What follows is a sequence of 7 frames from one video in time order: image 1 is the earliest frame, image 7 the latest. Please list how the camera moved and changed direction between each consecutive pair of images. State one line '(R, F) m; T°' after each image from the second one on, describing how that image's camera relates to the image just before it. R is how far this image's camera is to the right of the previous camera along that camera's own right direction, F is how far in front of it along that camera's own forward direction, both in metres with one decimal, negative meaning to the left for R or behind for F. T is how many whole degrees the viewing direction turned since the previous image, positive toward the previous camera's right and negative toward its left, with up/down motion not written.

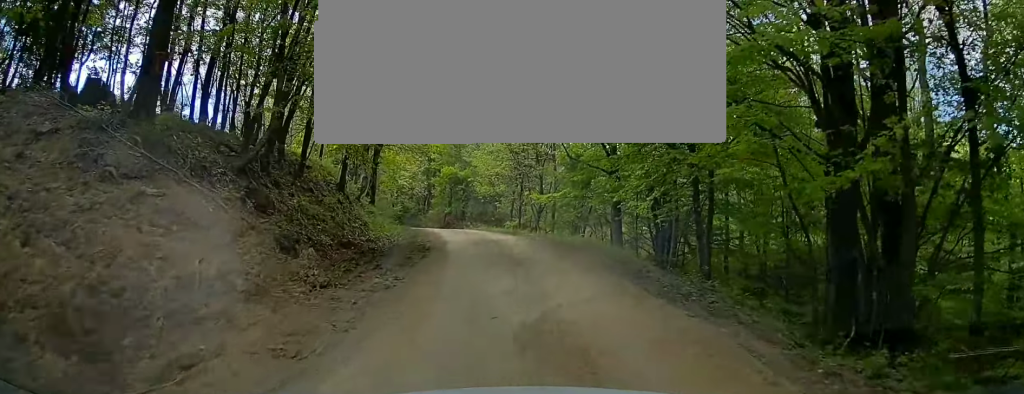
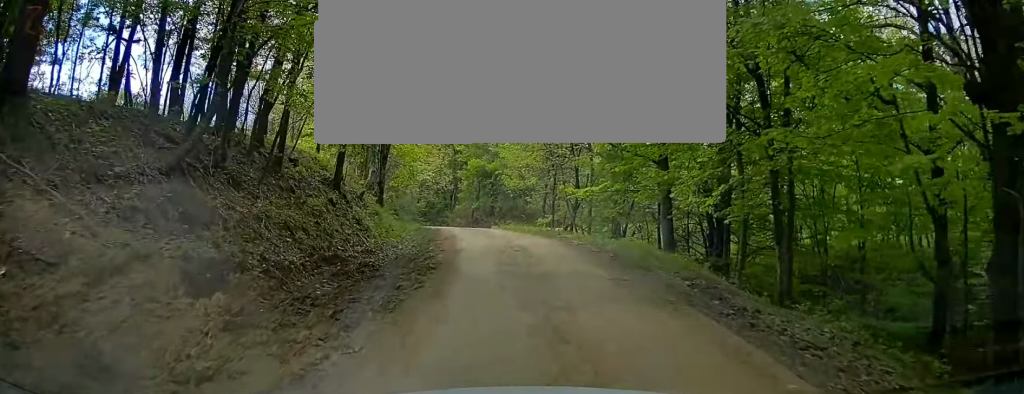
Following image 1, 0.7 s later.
(0.0, +3.9) m; -3°
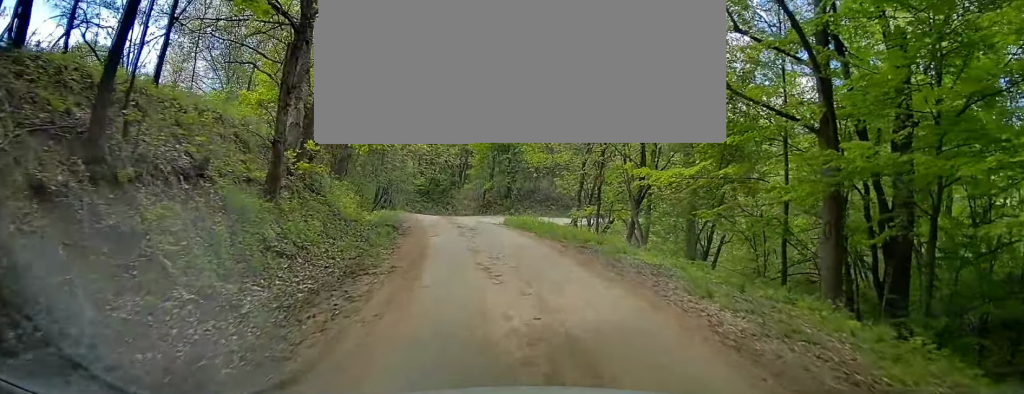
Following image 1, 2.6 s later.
(-0.9, +10.9) m; -9°
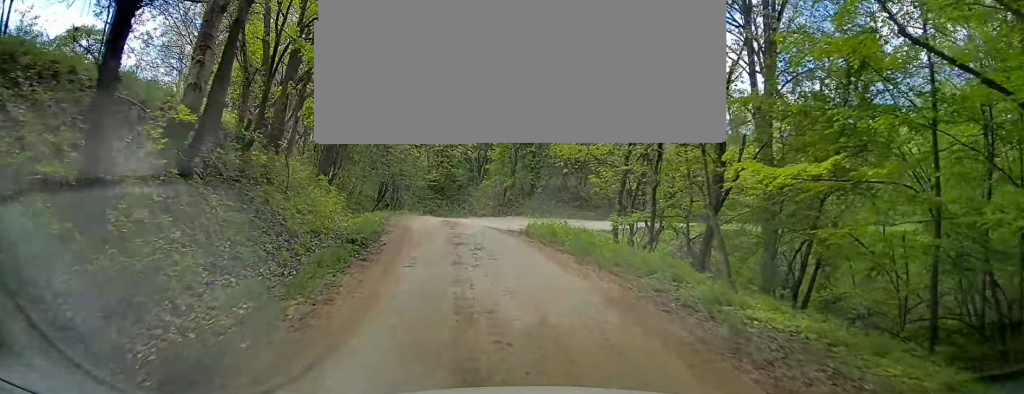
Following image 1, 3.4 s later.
(-0.2, +5.1) m; -5°
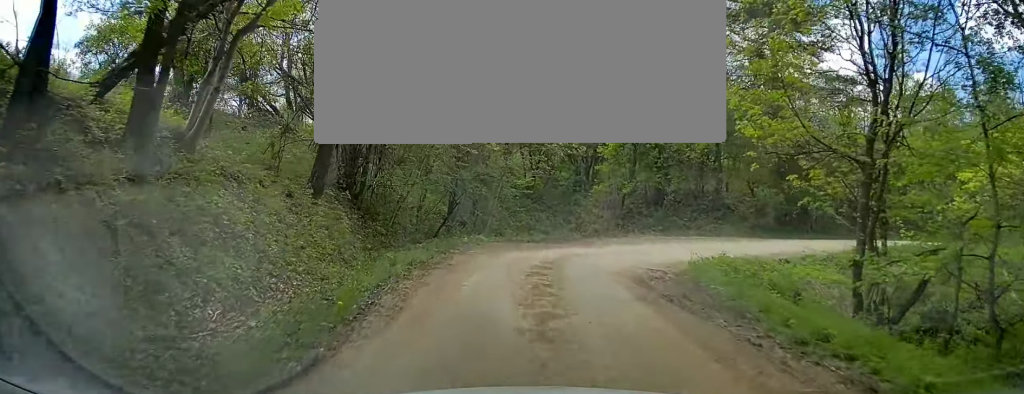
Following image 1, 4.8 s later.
(-0.8, +10.4) m; -6°
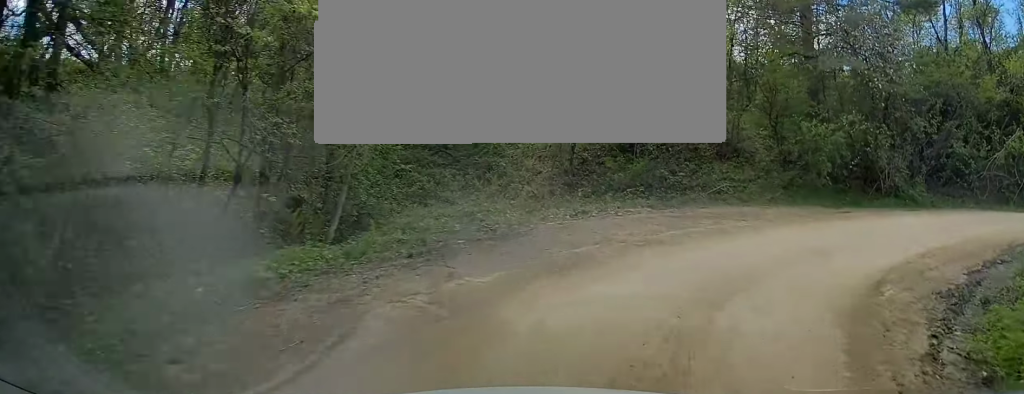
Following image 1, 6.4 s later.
(+1.2, +13.2) m; +18°
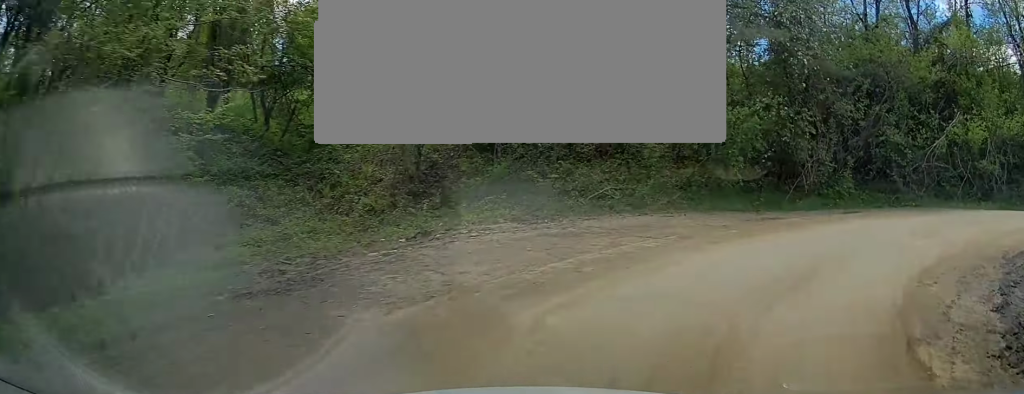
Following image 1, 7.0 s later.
(+0.3, +4.2) m; +9°
